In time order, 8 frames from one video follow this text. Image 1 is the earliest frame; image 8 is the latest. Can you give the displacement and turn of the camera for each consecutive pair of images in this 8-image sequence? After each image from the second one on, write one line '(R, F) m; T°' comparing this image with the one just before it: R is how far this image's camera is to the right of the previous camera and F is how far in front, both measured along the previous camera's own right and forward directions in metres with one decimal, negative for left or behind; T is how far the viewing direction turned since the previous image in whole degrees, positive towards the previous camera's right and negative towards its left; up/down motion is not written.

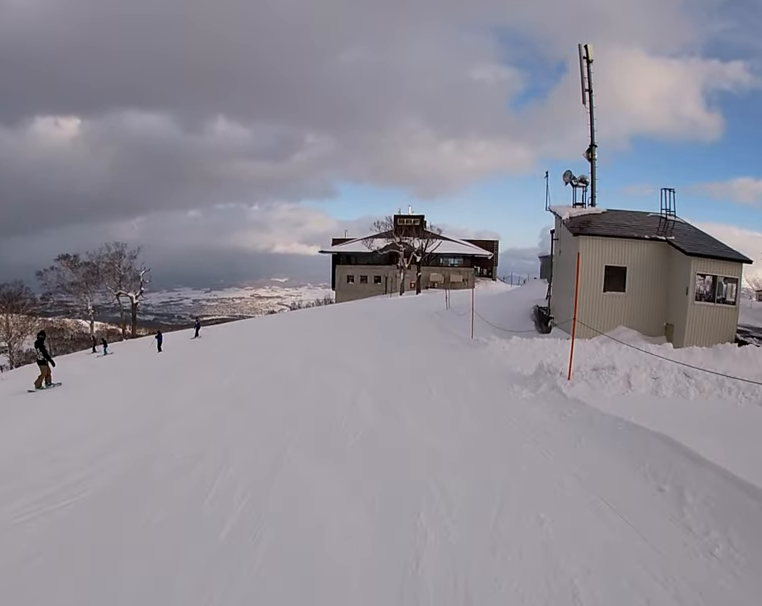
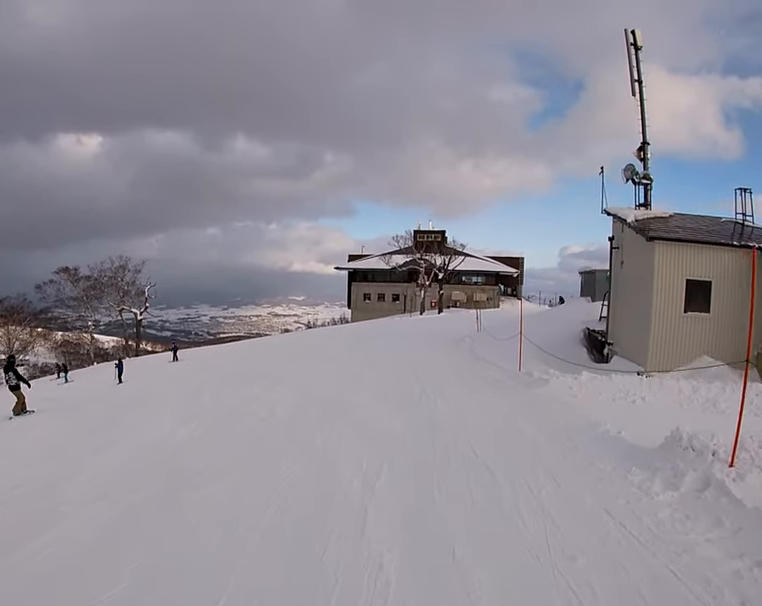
(-0.3, +3.7) m; 0°
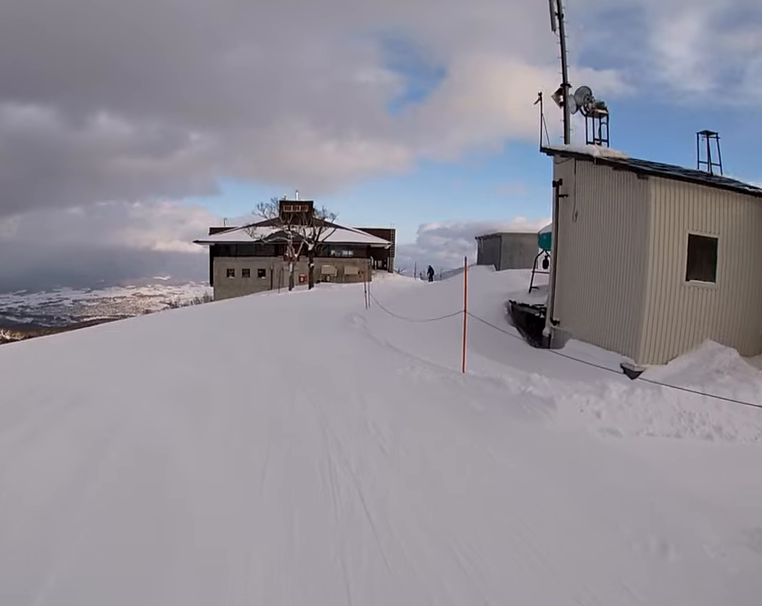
(-0.5, +5.6) m; 0°
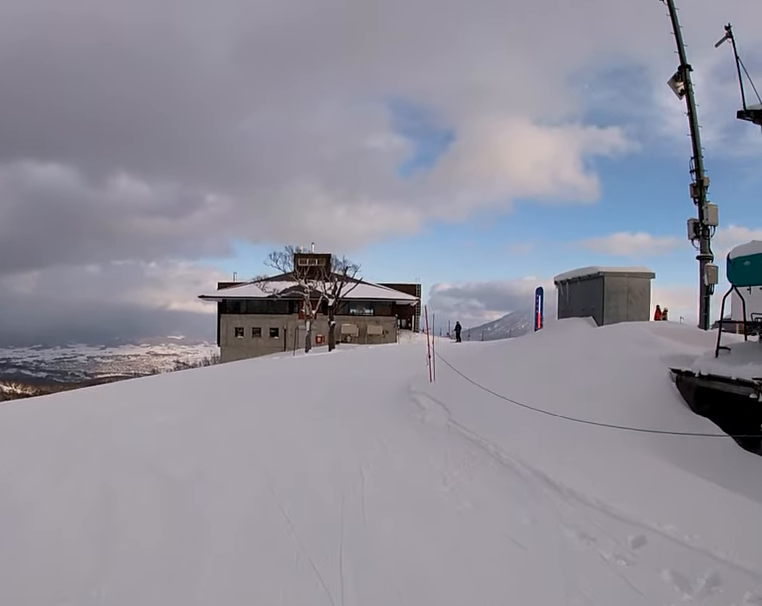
(+0.3, +6.9) m; -1°
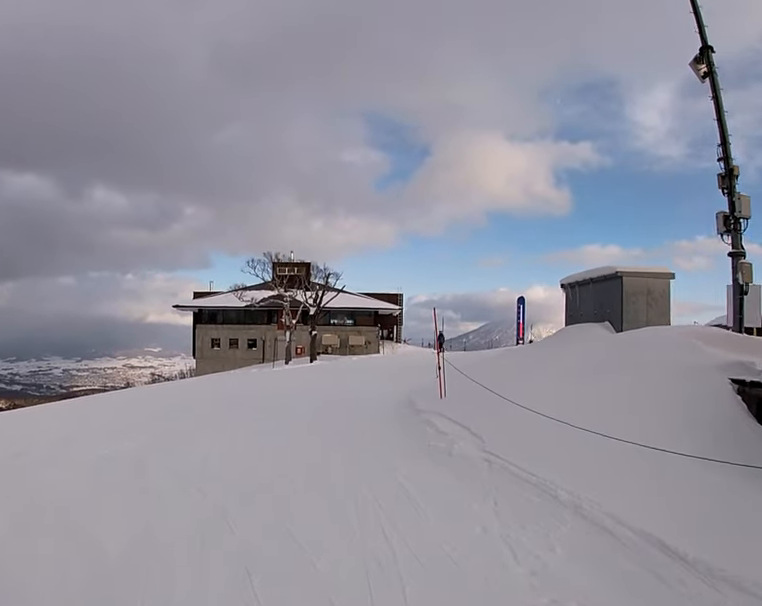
(-0.6, +2.2) m; 0°
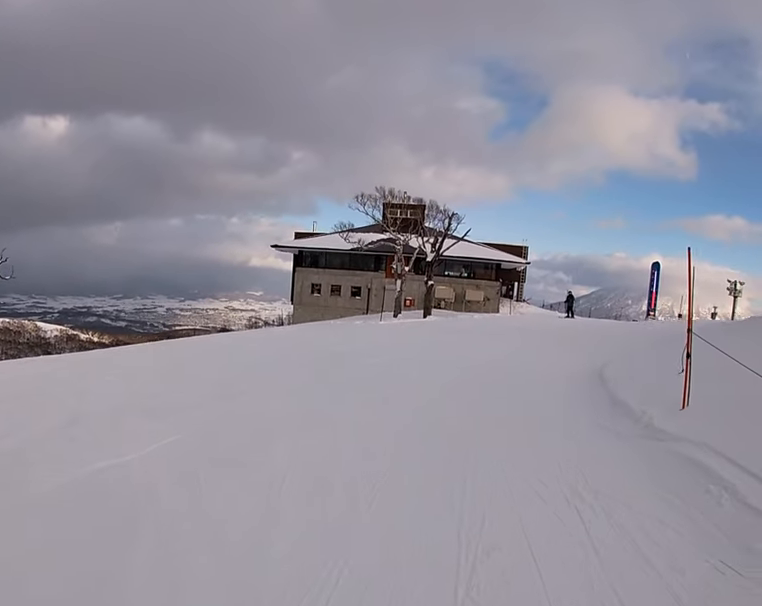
(+1.0, +4.5) m; +1°
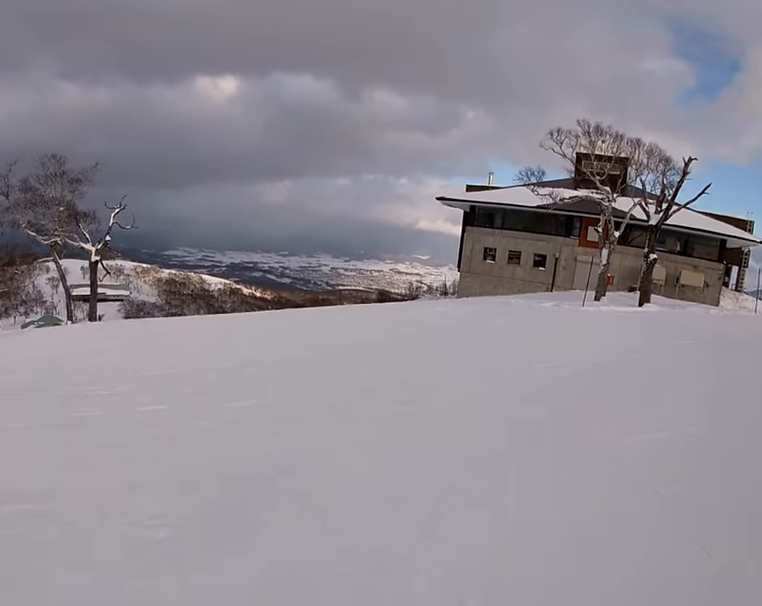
(-1.2, +7.5) m; -19°
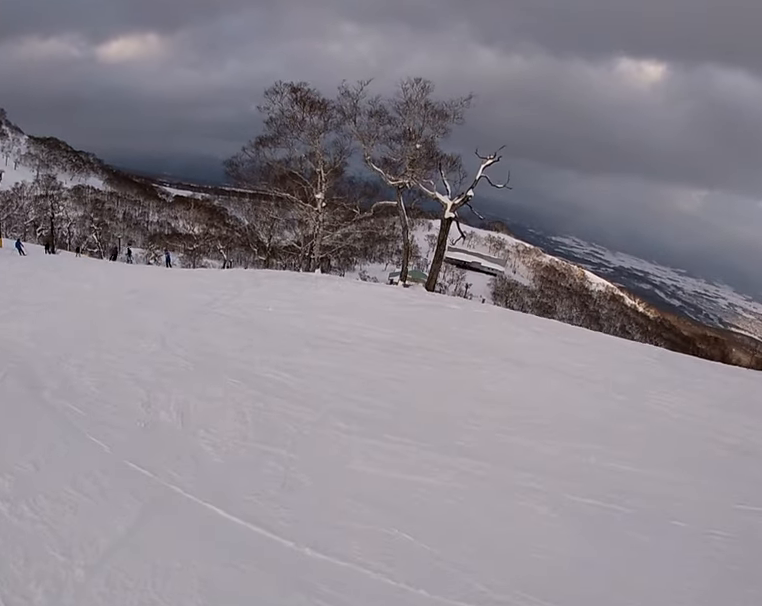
(-1.2, +8.3) m; -35°
